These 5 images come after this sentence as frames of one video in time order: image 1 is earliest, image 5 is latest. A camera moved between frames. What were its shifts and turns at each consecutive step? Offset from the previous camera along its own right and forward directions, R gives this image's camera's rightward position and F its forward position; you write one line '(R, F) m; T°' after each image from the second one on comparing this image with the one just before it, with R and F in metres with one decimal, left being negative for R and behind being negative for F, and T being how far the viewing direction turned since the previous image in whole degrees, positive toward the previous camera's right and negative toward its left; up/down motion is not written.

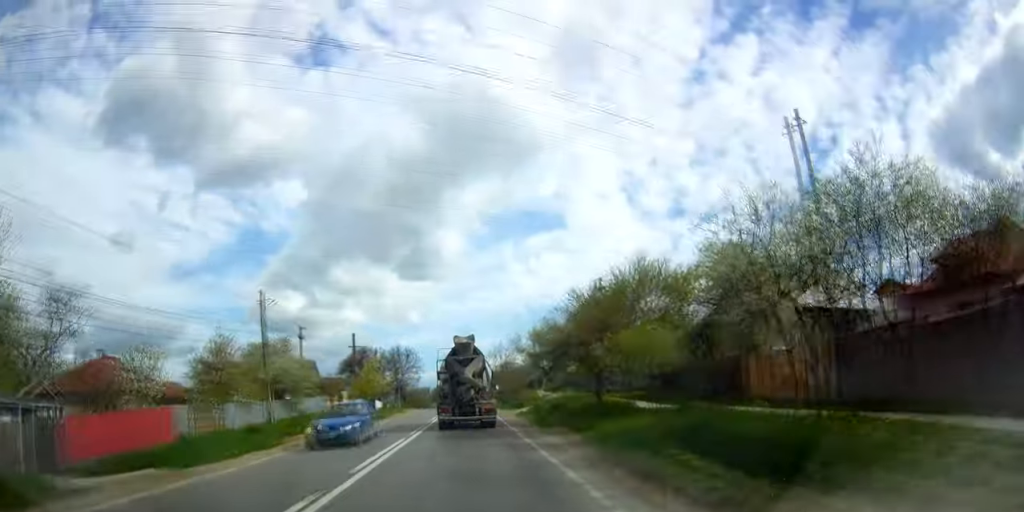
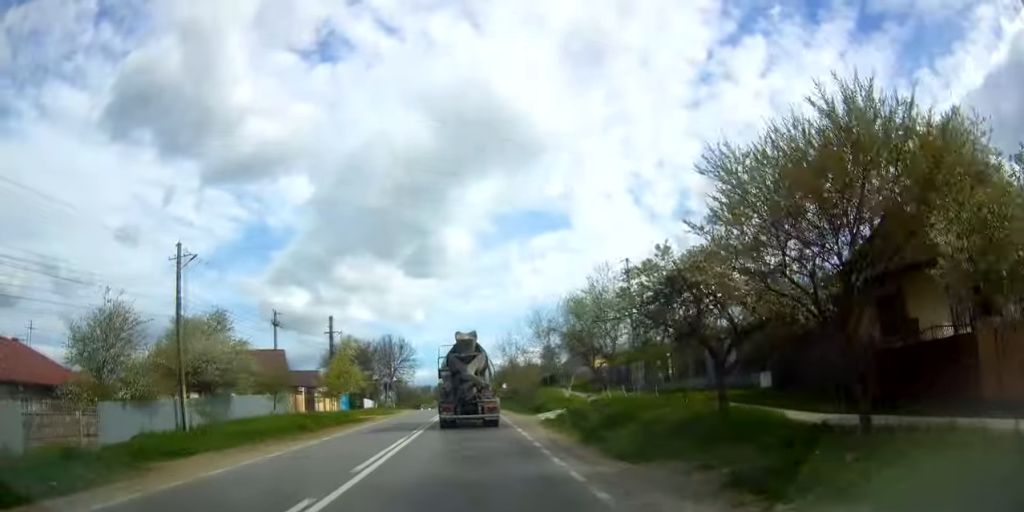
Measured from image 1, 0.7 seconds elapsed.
(-0.2, +12.2) m; -1°
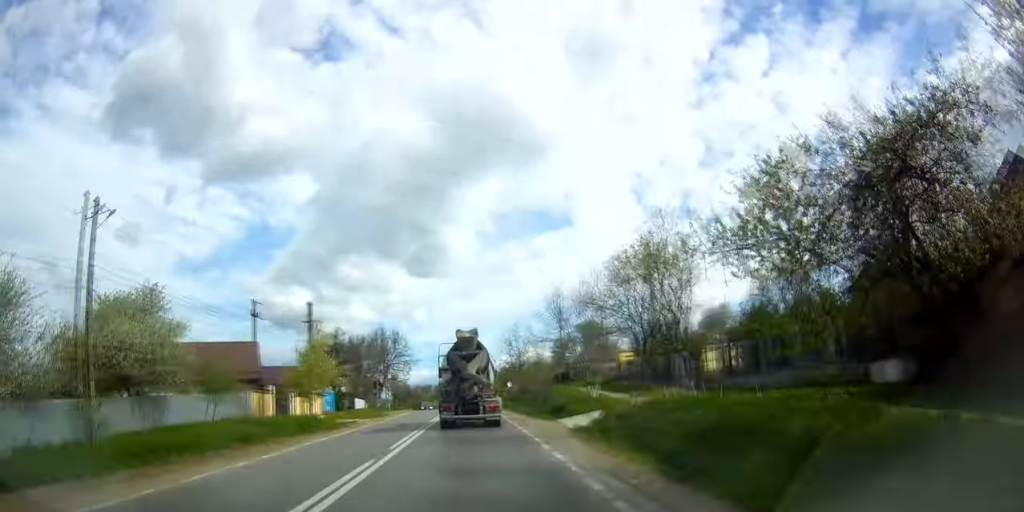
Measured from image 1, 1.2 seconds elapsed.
(-0.1, +7.5) m; 0°
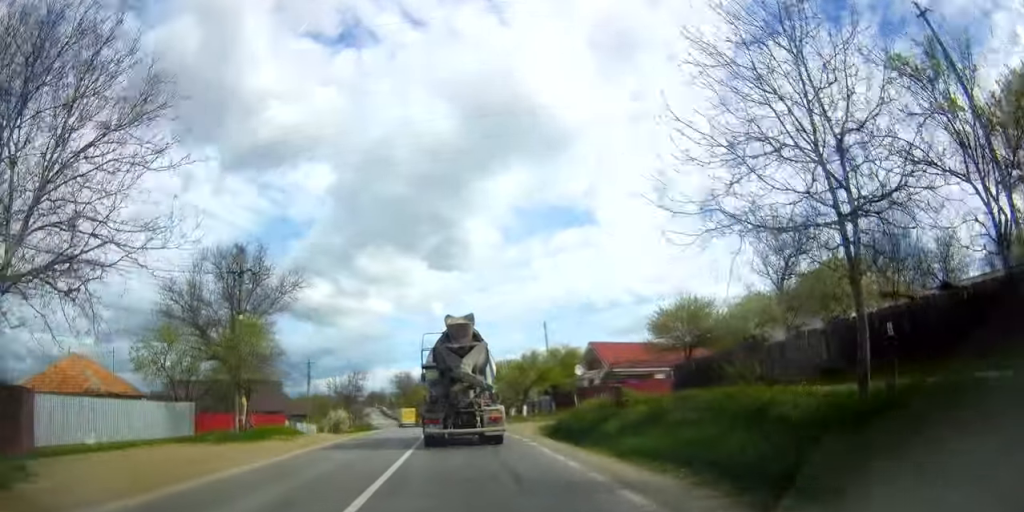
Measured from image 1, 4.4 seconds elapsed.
(-0.9, +55.8) m; -2°
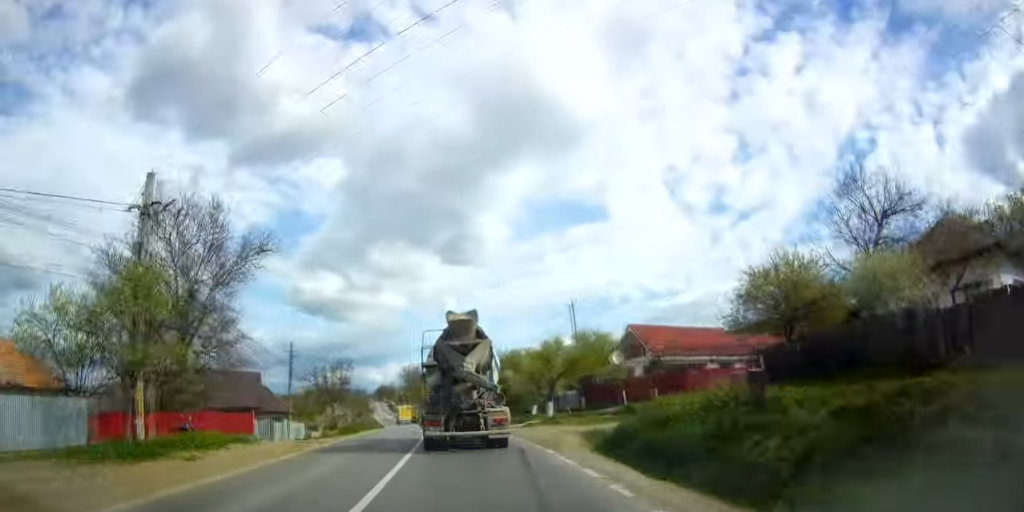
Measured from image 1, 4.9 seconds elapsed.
(-0.1, +9.2) m; +2°
